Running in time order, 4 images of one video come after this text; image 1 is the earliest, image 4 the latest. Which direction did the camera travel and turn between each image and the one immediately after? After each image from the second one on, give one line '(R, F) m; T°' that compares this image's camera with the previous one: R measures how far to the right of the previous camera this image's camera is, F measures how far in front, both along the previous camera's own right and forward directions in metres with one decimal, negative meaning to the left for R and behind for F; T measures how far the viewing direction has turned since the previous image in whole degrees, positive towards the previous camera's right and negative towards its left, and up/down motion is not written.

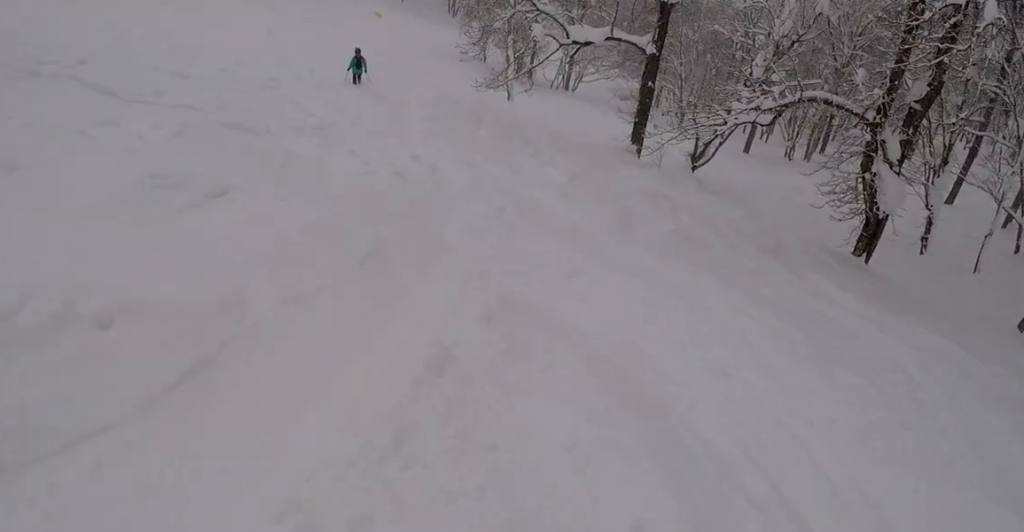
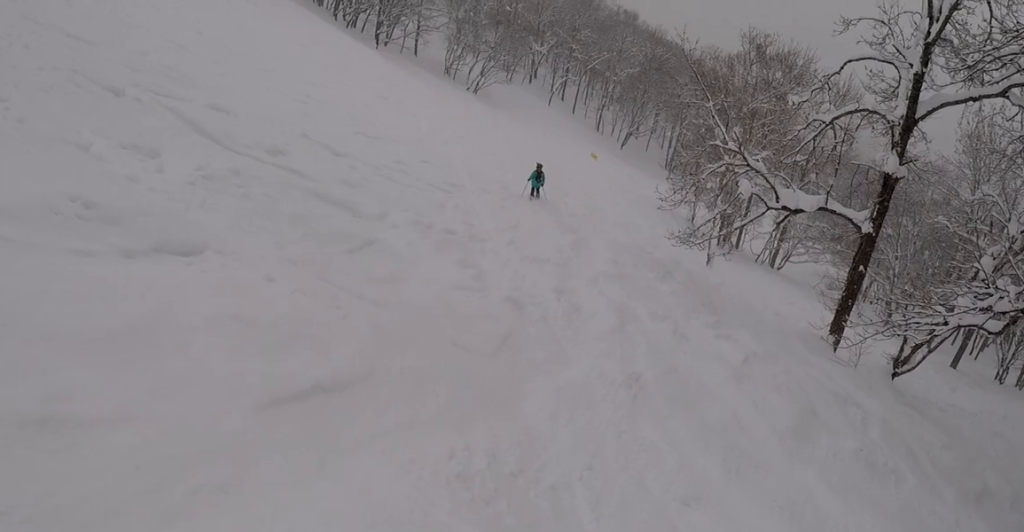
(-0.8, +2.2) m; -22°
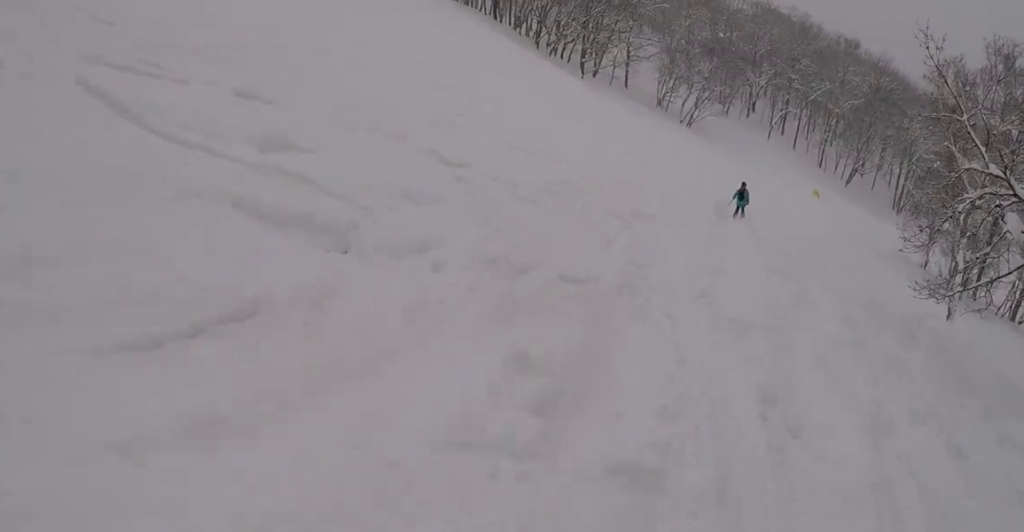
(-0.8, +4.5) m; -11°
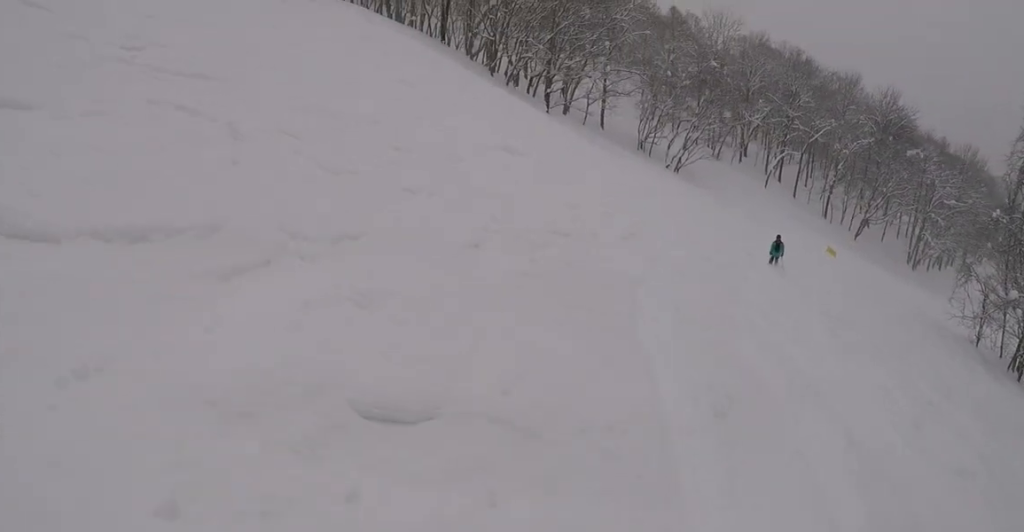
(+0.3, +13.5) m; +7°
